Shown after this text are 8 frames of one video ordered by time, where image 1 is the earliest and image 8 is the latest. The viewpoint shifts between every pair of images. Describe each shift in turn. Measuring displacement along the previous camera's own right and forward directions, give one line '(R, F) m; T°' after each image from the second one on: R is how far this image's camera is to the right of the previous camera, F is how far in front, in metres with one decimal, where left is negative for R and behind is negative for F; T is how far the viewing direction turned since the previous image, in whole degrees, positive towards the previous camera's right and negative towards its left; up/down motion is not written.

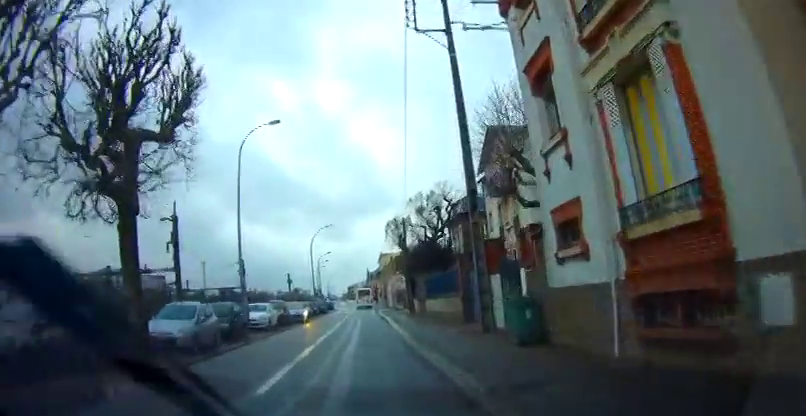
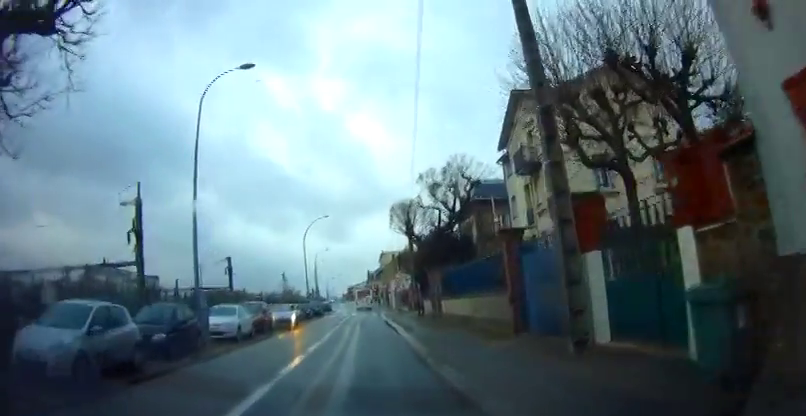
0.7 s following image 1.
(+0.3, +6.5) m; 0°
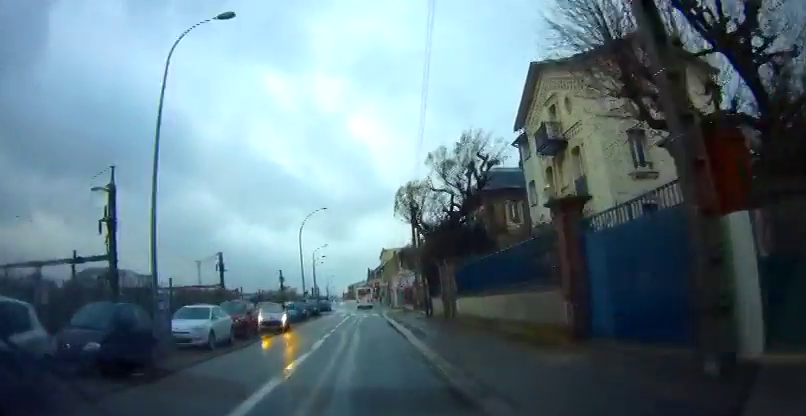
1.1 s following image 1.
(0.0, +3.8) m; -1°
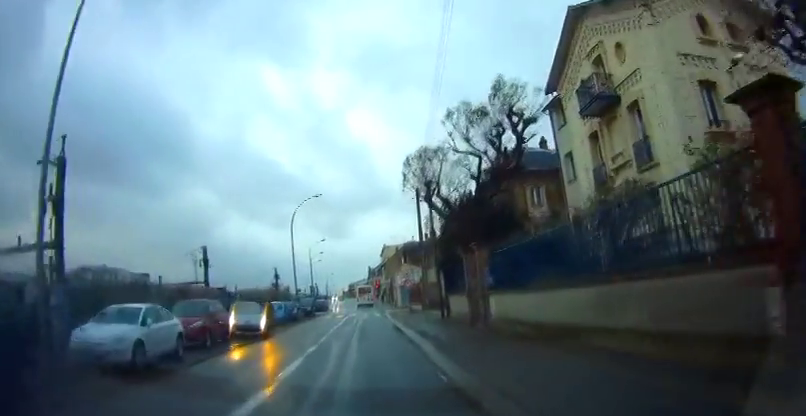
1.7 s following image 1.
(-0.3, +5.8) m; -1°
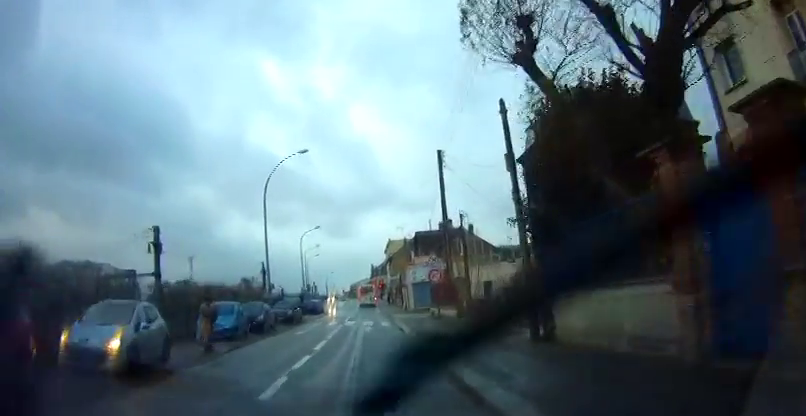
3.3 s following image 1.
(+0.4, +13.0) m; +3°
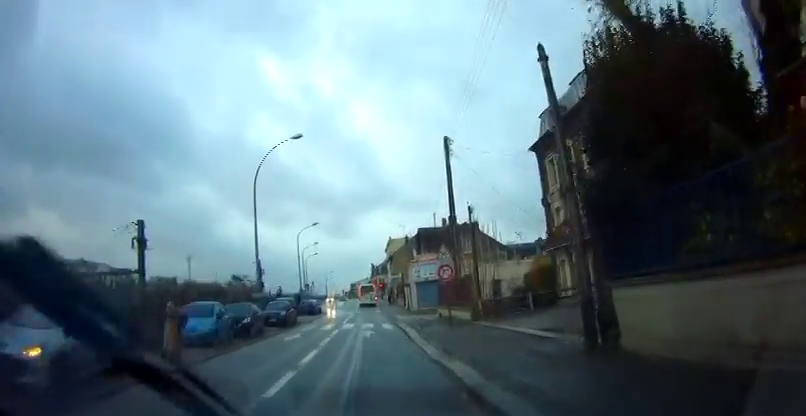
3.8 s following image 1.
(+0.1, +3.1) m; 0°
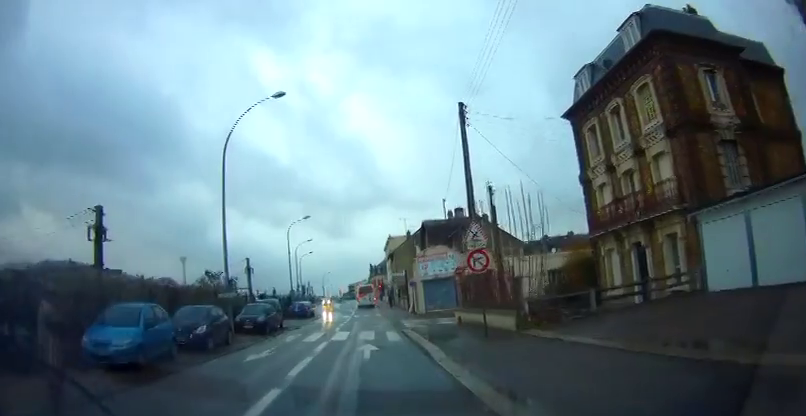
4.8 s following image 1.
(-0.2, +6.2) m; -1°
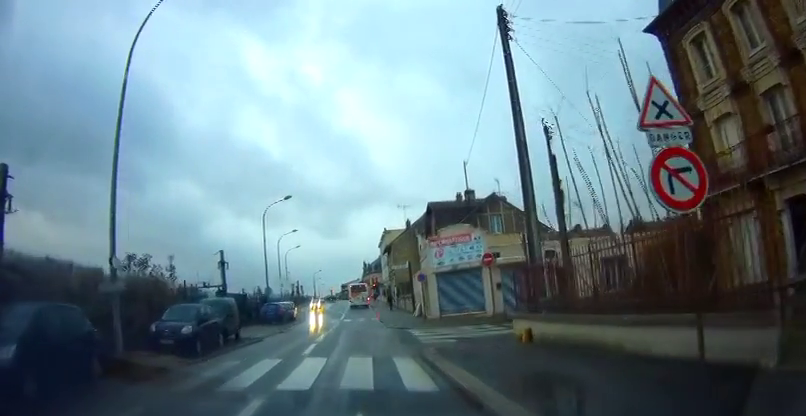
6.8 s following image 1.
(+0.6, +10.1) m; +3°
